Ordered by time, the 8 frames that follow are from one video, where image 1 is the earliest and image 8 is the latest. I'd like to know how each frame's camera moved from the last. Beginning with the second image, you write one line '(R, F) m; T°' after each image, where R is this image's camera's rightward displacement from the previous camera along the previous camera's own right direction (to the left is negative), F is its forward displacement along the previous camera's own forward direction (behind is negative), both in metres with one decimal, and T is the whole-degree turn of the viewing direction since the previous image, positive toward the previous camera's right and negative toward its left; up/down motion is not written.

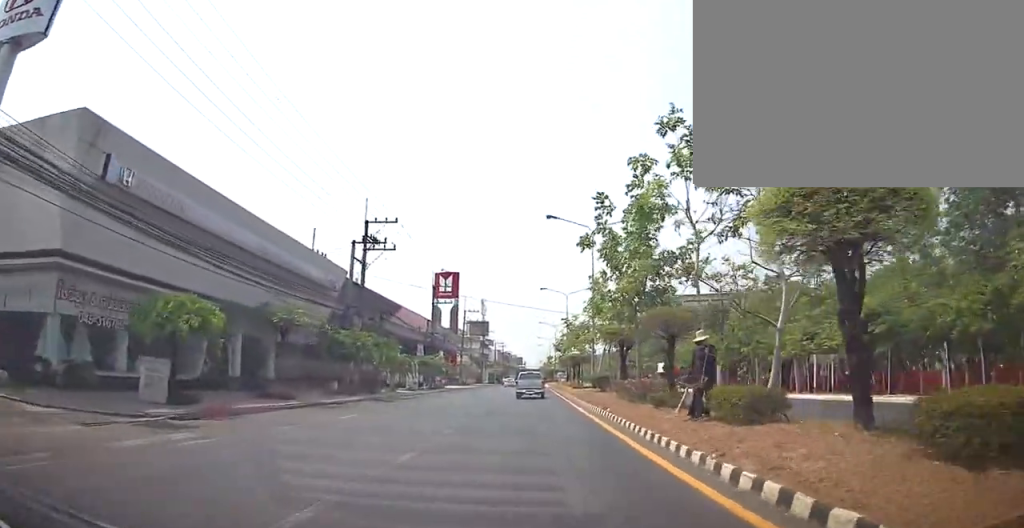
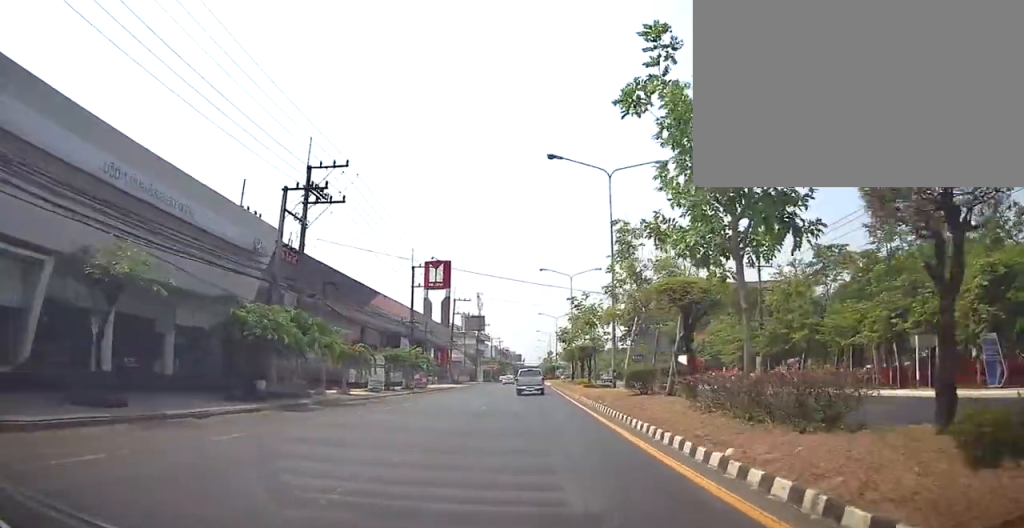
(+0.6, +10.8) m; 0°
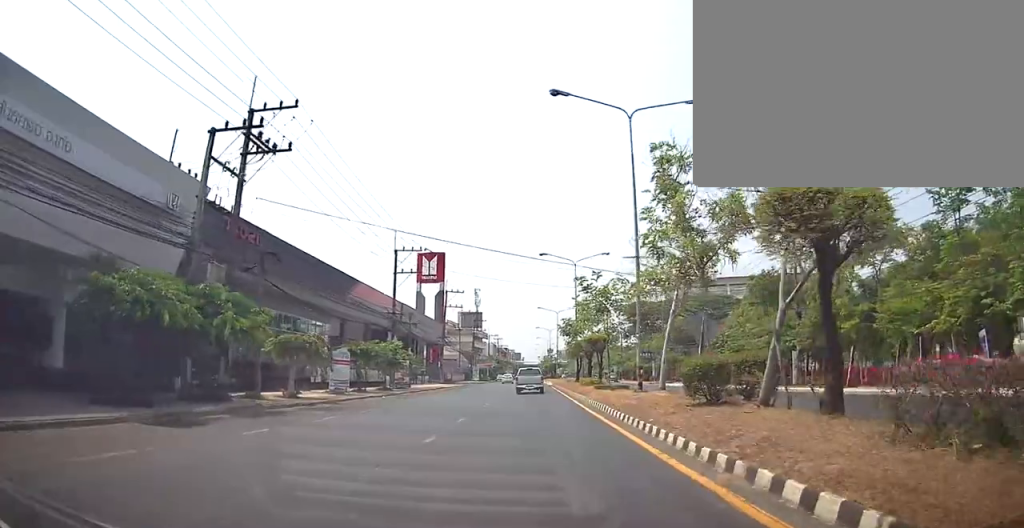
(-0.2, +7.2) m; 0°
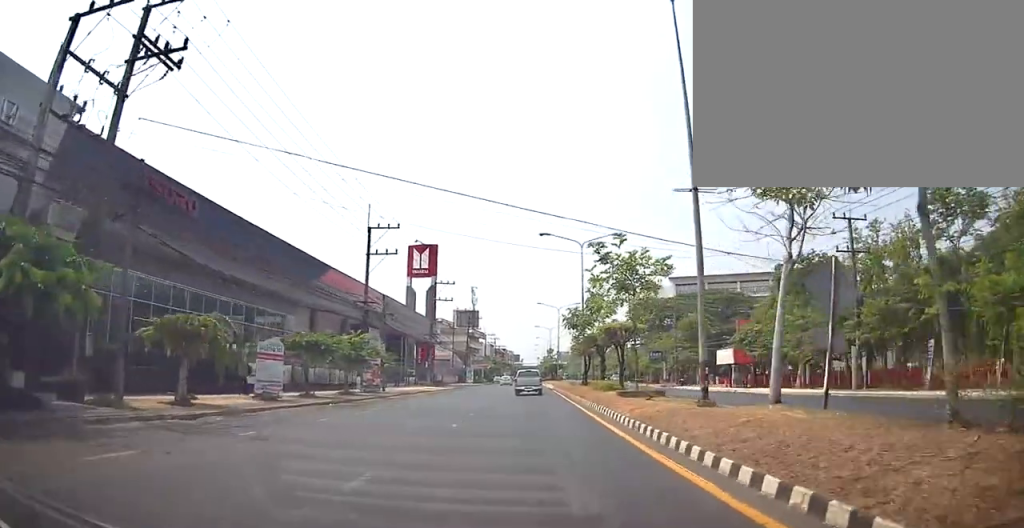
(-0.5, +8.4) m; 0°
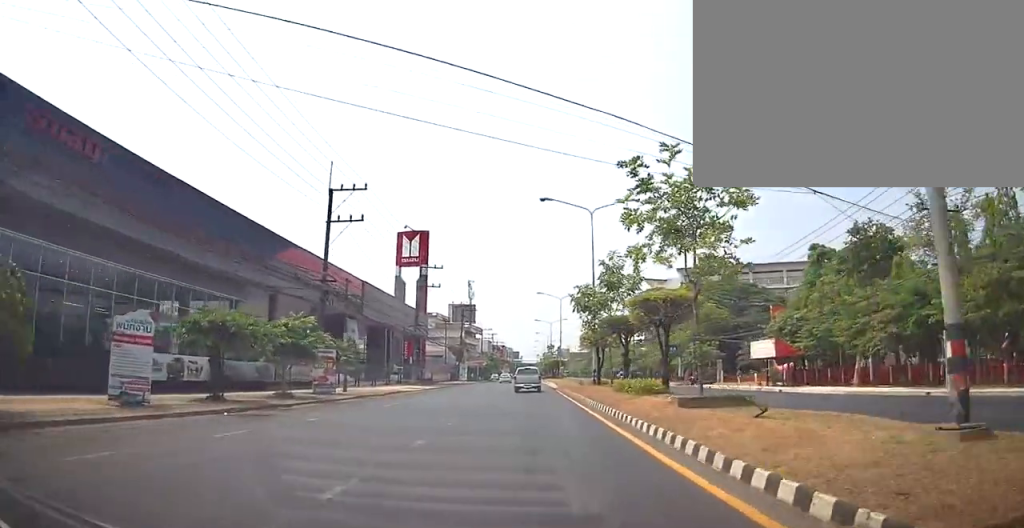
(+0.4, +8.6) m; 0°
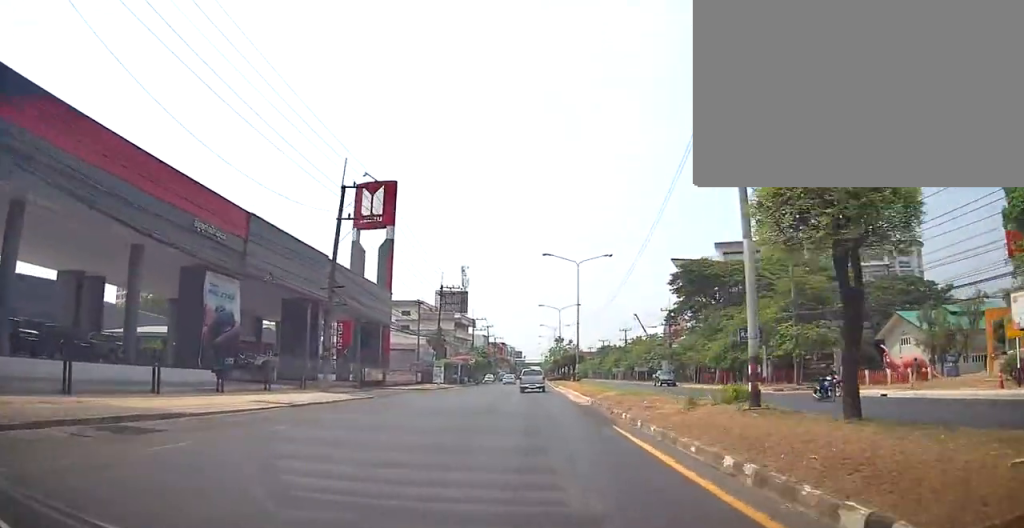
(-0.7, +26.6) m; -2°
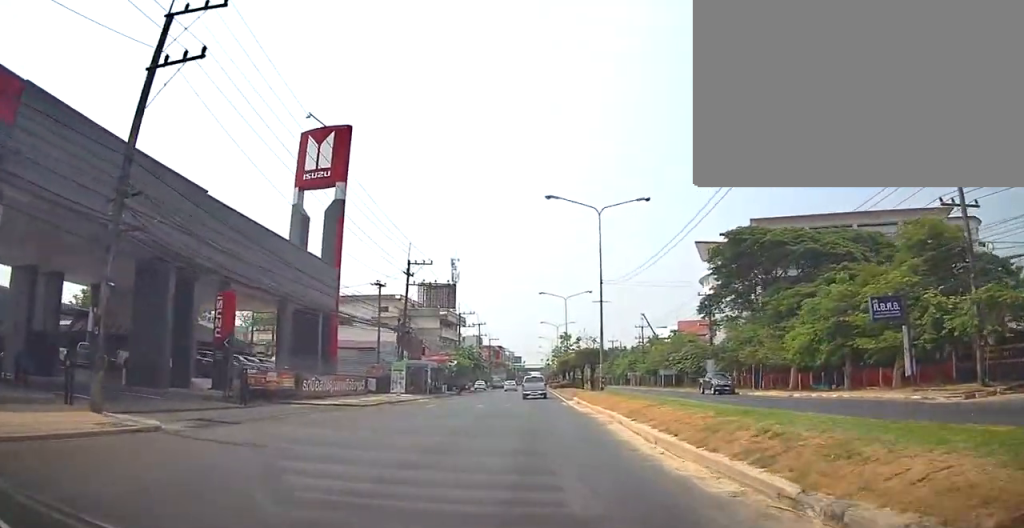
(+0.6, +19.1) m; +2°
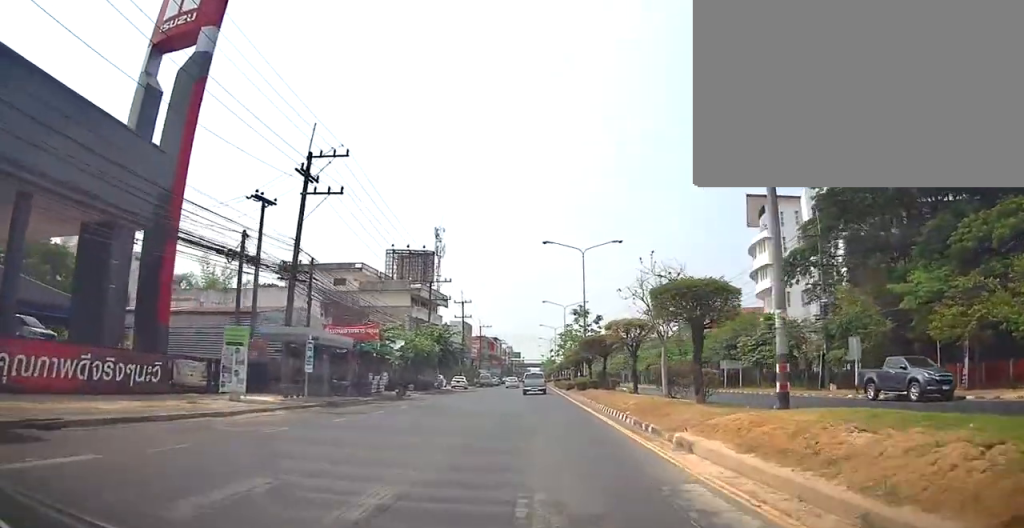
(-0.7, +25.8) m; -3°
